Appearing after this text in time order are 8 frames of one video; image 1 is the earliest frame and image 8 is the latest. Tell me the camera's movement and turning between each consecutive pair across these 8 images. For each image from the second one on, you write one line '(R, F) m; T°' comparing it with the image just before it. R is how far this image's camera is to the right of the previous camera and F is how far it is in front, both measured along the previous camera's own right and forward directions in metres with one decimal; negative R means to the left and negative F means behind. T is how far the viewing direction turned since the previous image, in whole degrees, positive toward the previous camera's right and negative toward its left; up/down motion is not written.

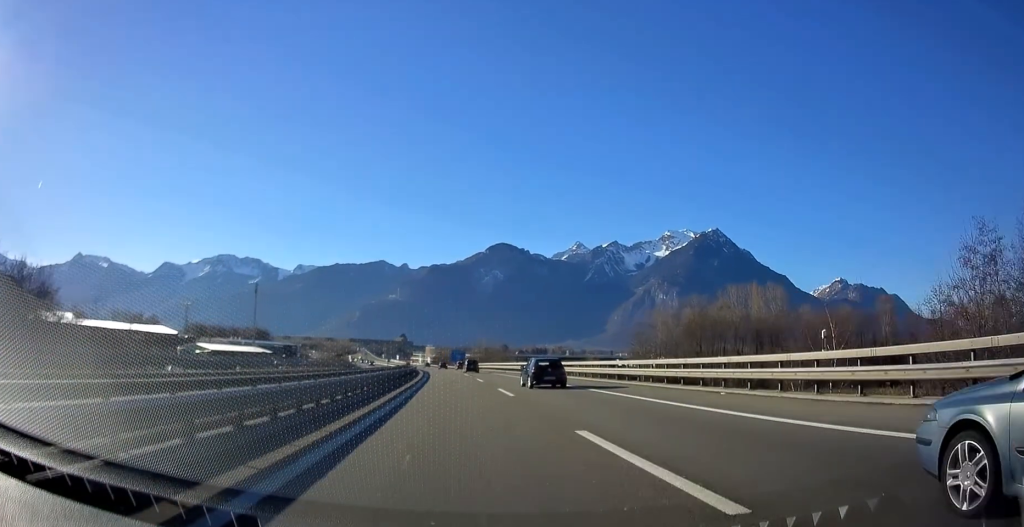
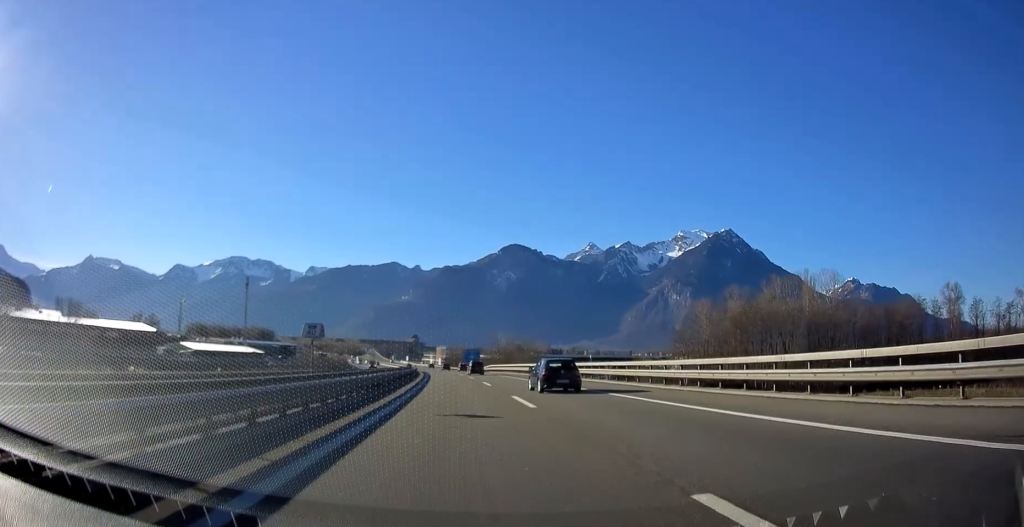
(-0.2, +22.7) m; -1°
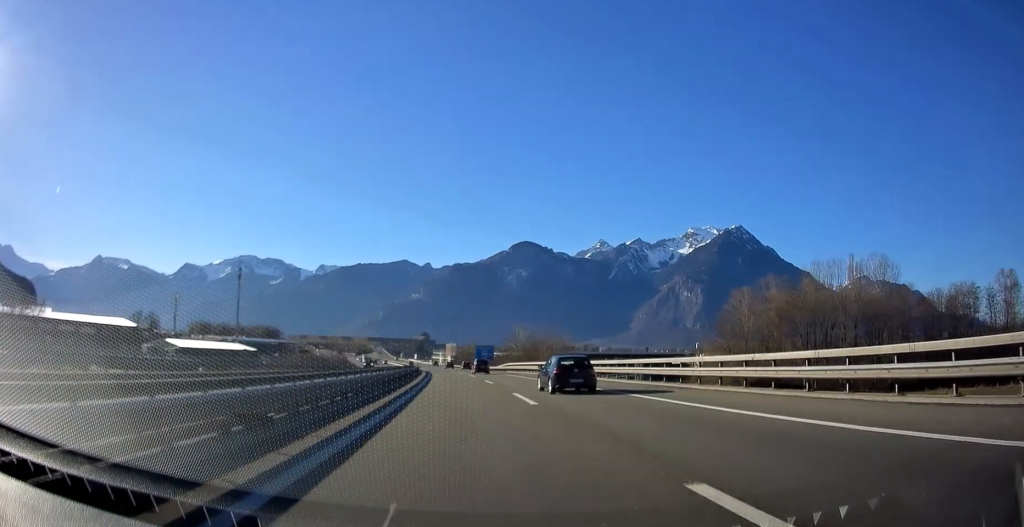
(-0.3, +18.1) m; -1°
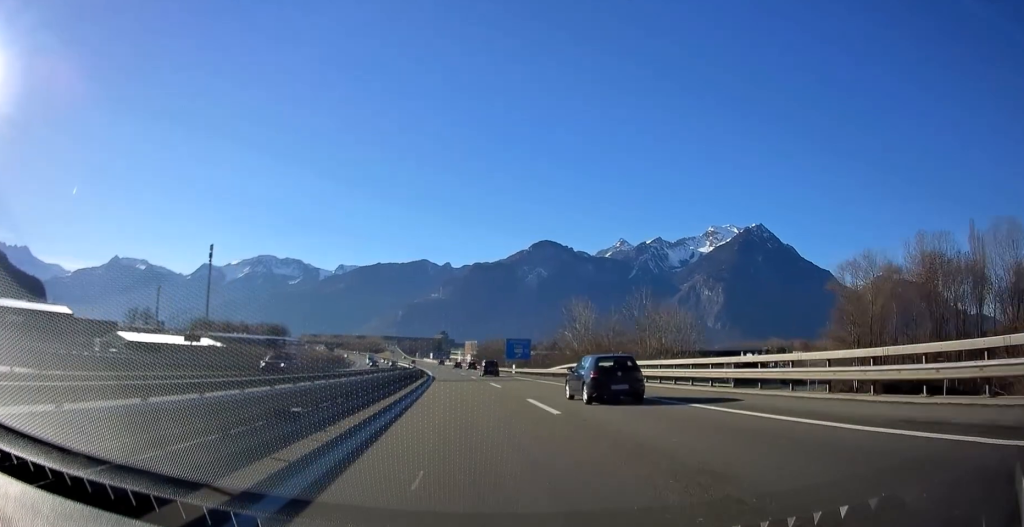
(-0.7, +38.6) m; -2°
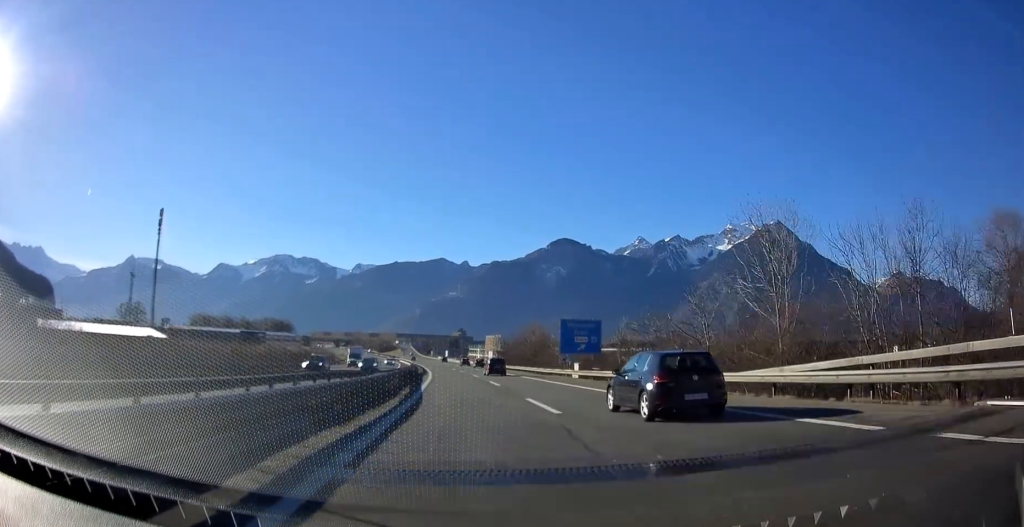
(-0.4, +38.6) m; -2°
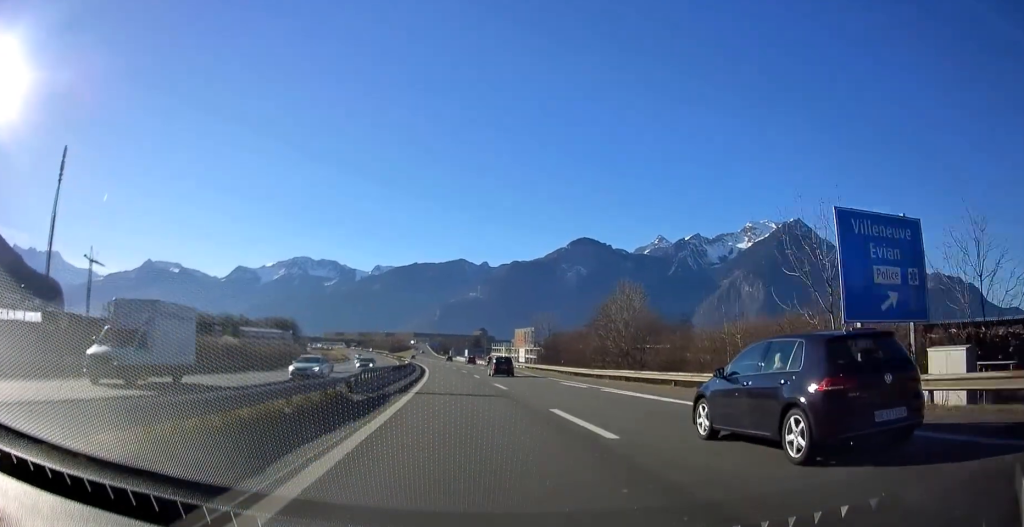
(-0.9, +42.0) m; -2°
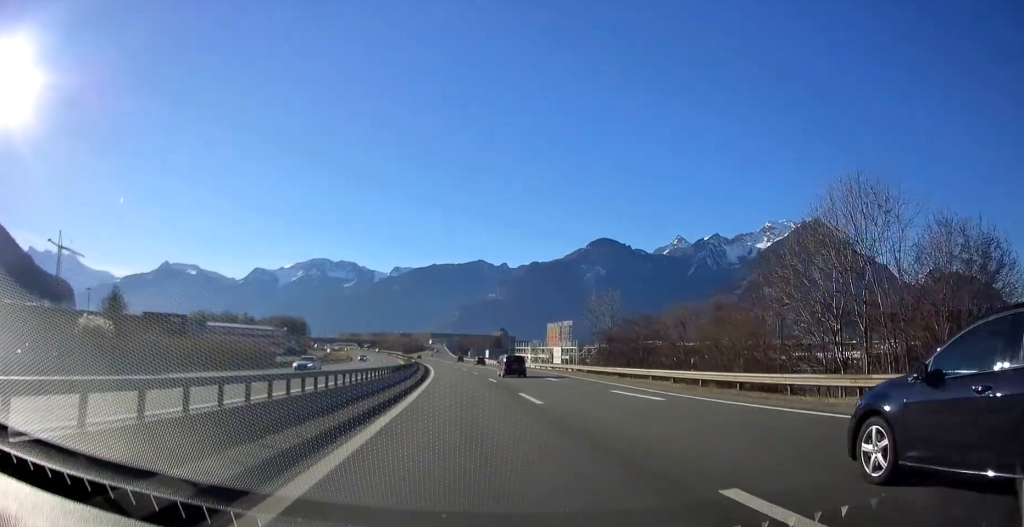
(+0.1, +28.3) m; -1°
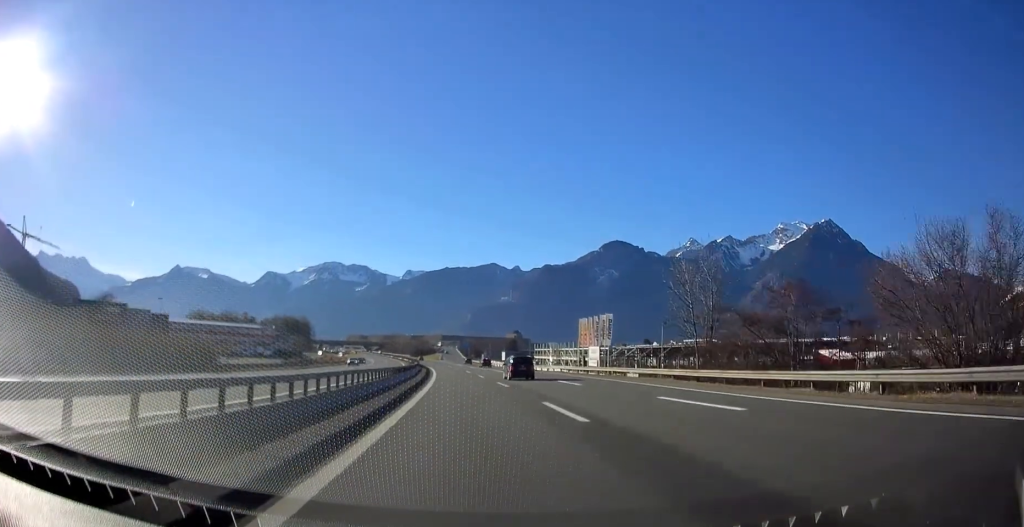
(-0.5, +22.7) m; -1°
